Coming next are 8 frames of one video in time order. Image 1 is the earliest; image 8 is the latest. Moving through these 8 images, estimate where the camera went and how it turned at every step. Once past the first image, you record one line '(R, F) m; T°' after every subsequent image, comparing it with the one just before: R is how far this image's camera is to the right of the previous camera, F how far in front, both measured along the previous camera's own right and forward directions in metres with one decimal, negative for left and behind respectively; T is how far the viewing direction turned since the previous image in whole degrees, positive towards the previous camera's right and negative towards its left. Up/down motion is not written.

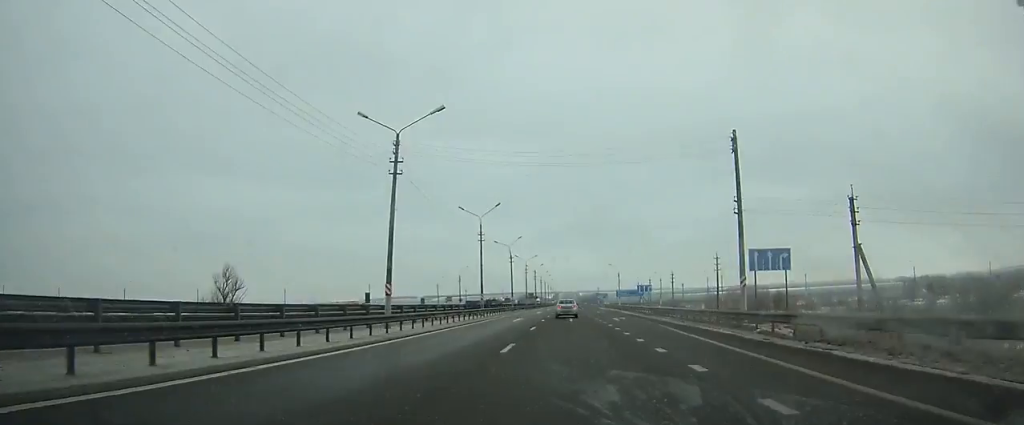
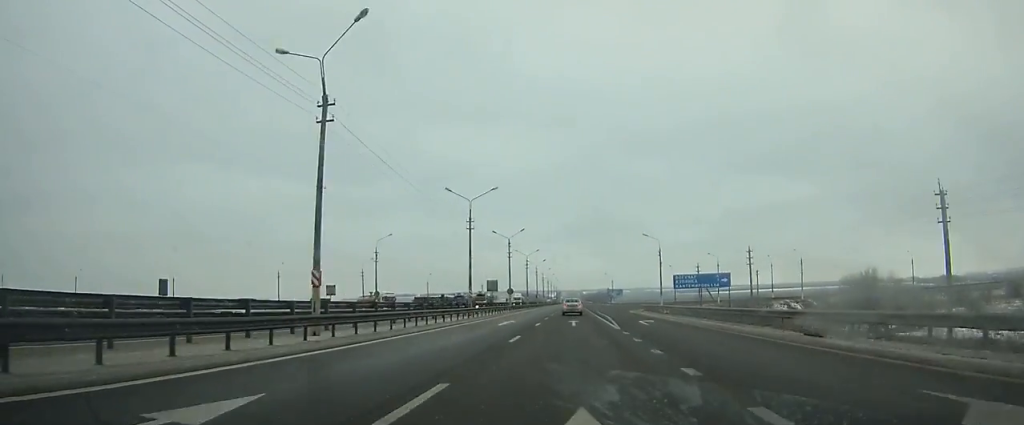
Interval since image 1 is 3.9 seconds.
(+0.1, +74.7) m; 0°
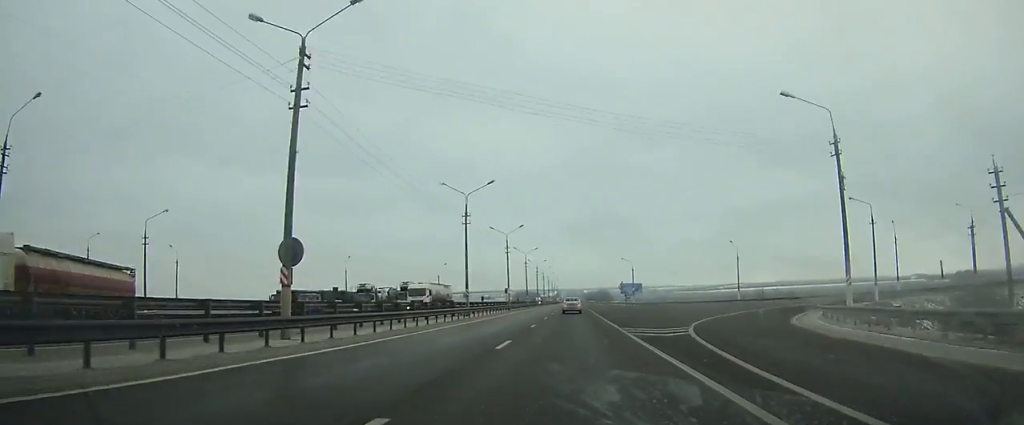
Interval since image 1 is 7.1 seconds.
(0.0, +64.5) m; 0°
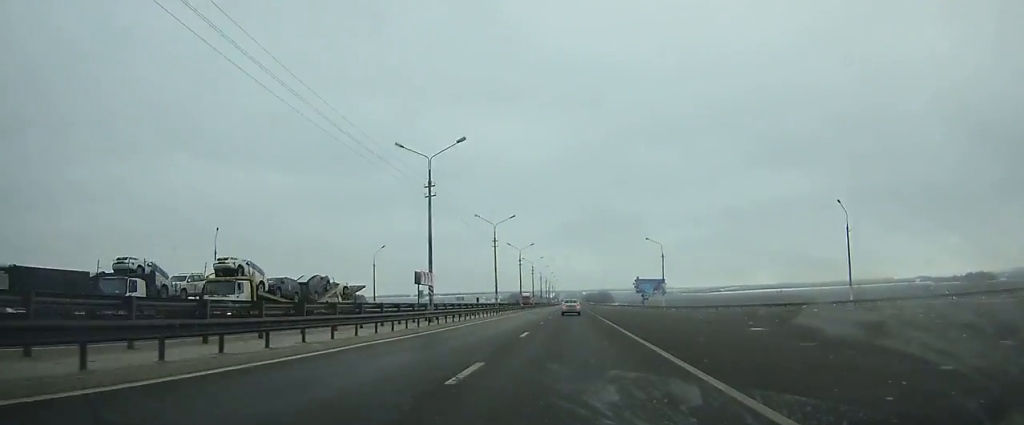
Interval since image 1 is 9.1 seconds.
(0.0, +41.1) m; 0°
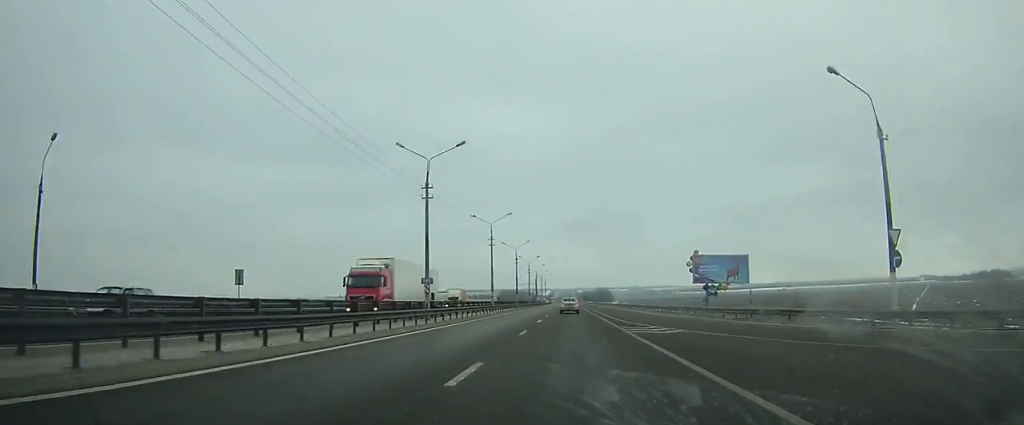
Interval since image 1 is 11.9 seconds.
(+0.1, +57.5) m; 0°
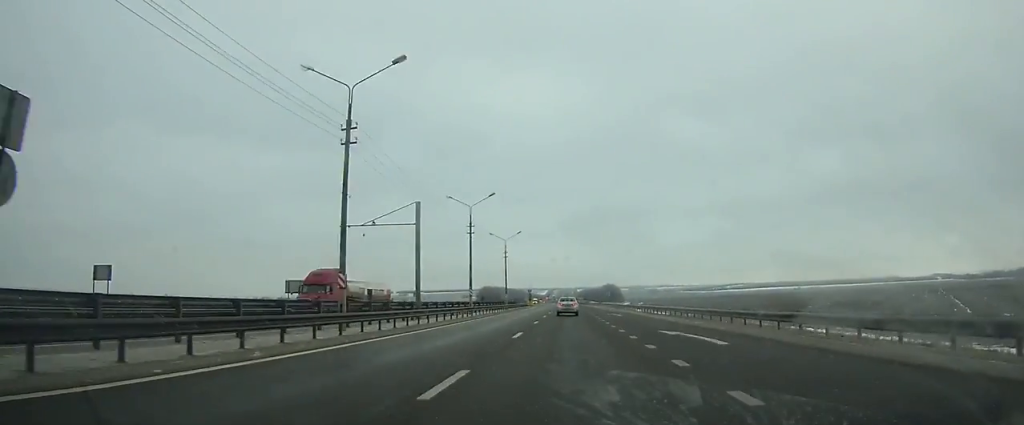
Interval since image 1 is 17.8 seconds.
(+0.3, +118.7) m; 0°
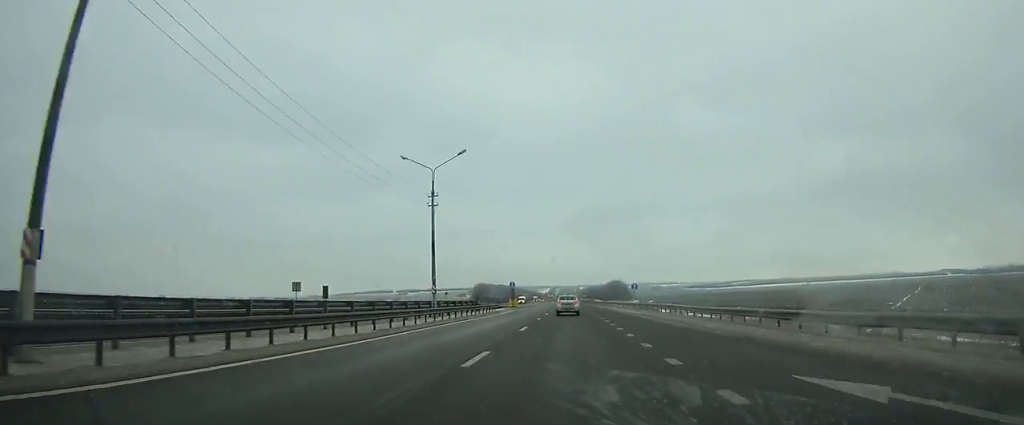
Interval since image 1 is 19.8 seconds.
(0.0, +41.0) m; 0°
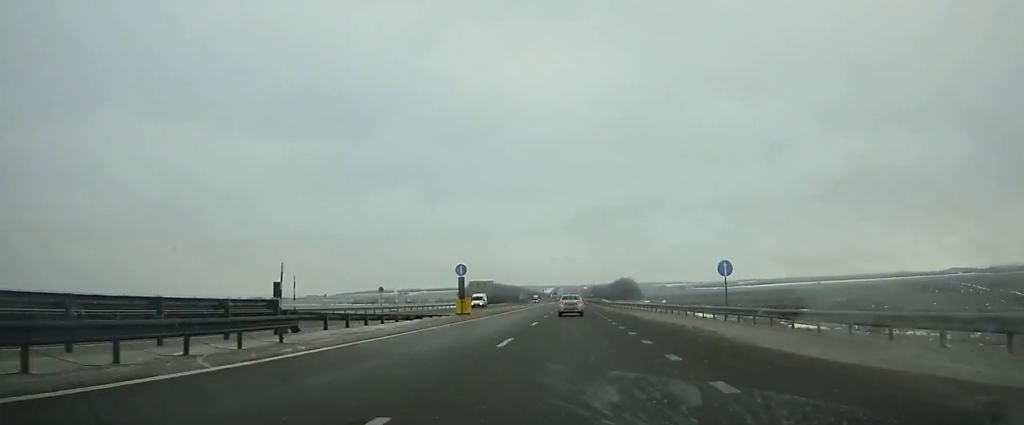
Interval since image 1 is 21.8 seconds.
(-0.1, +41.6) m; 0°
